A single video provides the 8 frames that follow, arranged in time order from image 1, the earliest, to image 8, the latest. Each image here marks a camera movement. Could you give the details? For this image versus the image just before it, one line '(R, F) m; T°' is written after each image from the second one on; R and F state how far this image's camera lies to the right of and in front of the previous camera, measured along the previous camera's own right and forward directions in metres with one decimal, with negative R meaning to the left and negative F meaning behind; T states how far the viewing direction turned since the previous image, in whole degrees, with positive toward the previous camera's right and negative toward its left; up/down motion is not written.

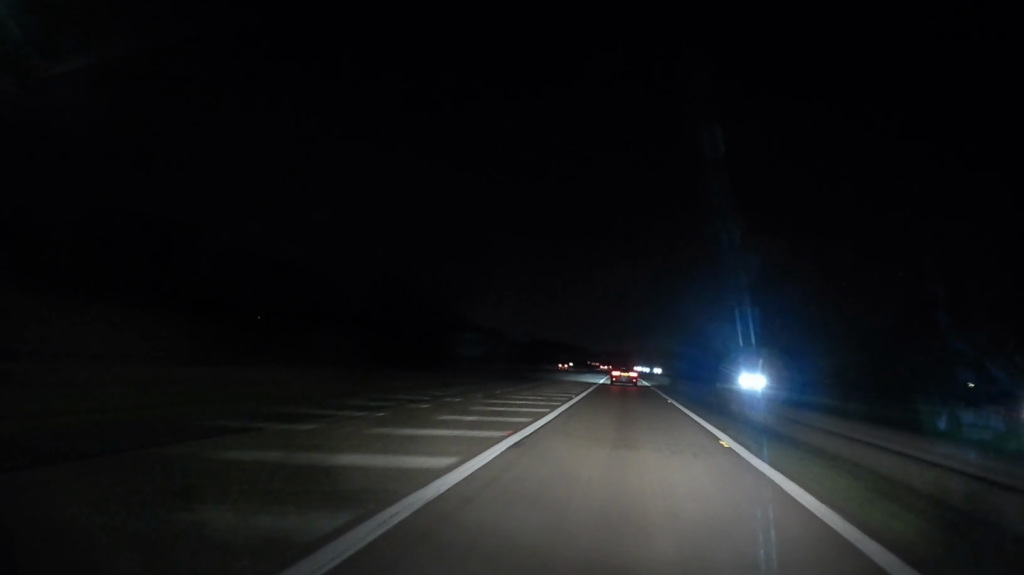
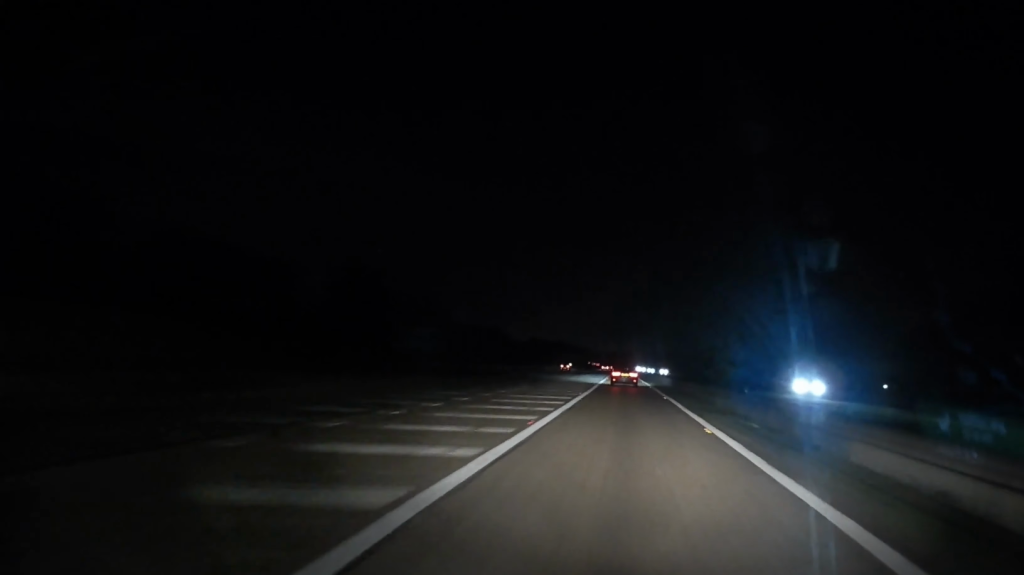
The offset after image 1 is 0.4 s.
(-0.2, +13.5) m; 0°
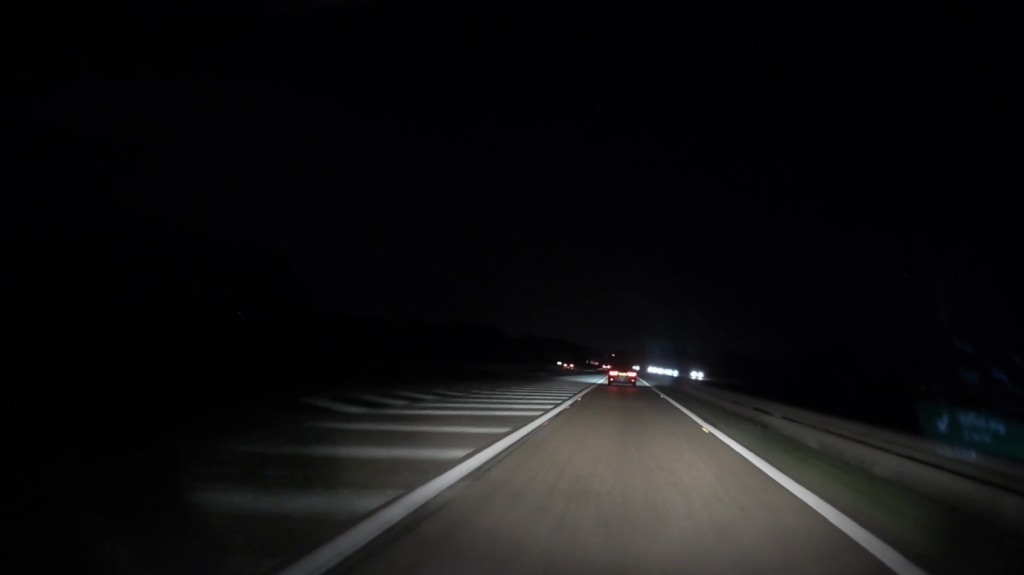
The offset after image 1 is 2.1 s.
(+0.1, +51.3) m; 0°
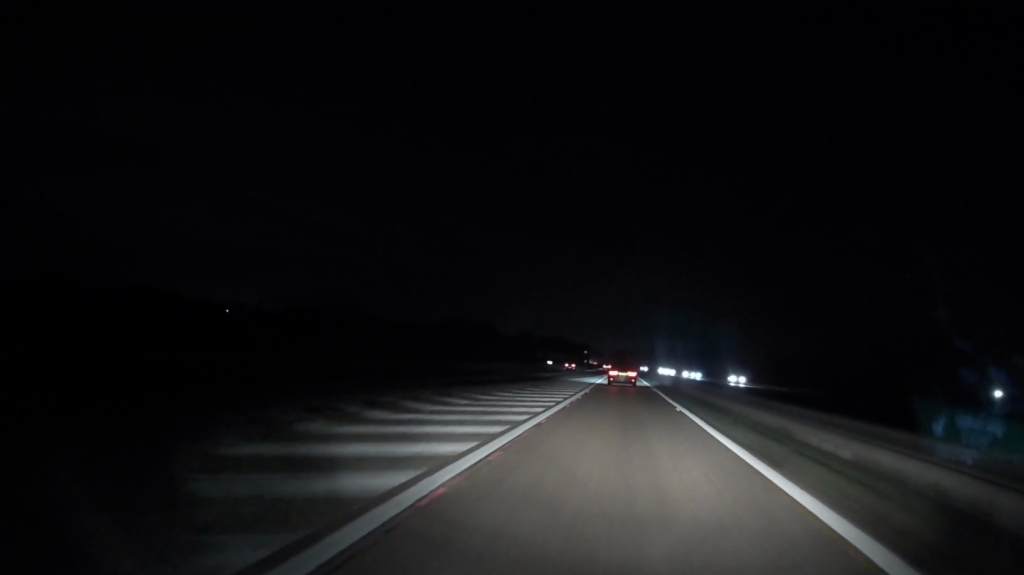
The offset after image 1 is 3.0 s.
(0.0, +29.2) m; 0°
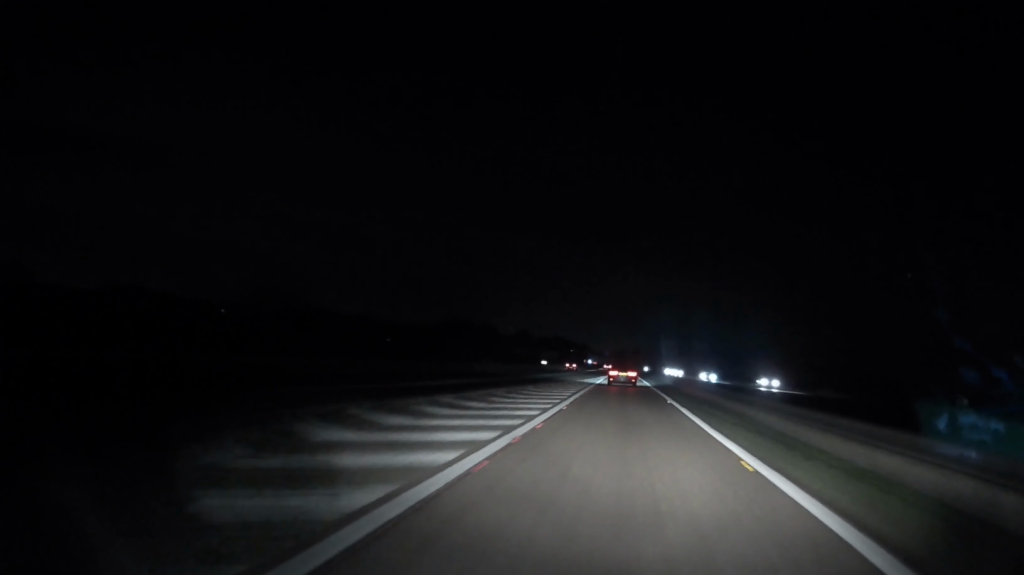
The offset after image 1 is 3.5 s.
(+0.2, +14.0) m; 0°
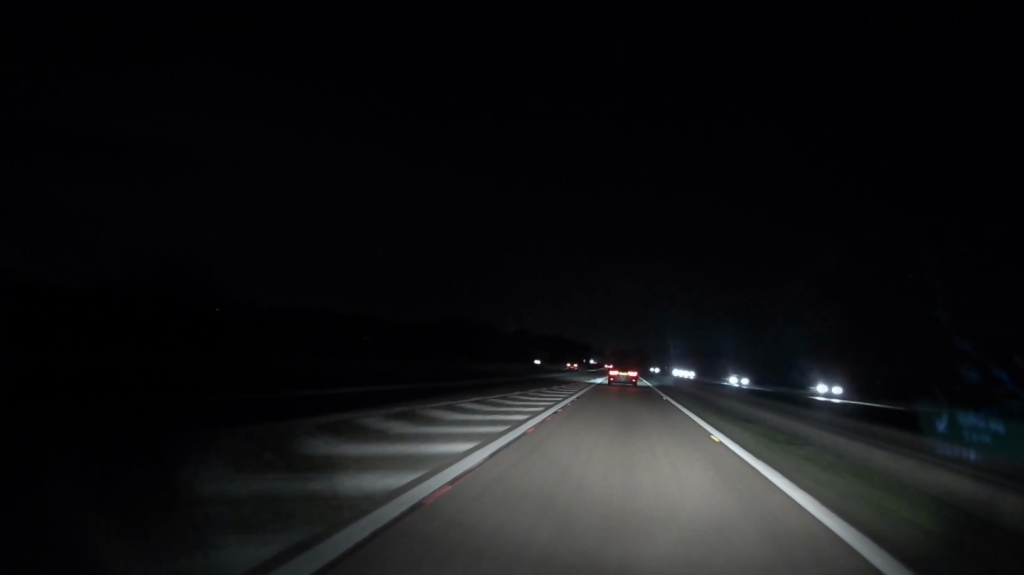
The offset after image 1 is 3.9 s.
(-0.1, +14.6) m; 0°
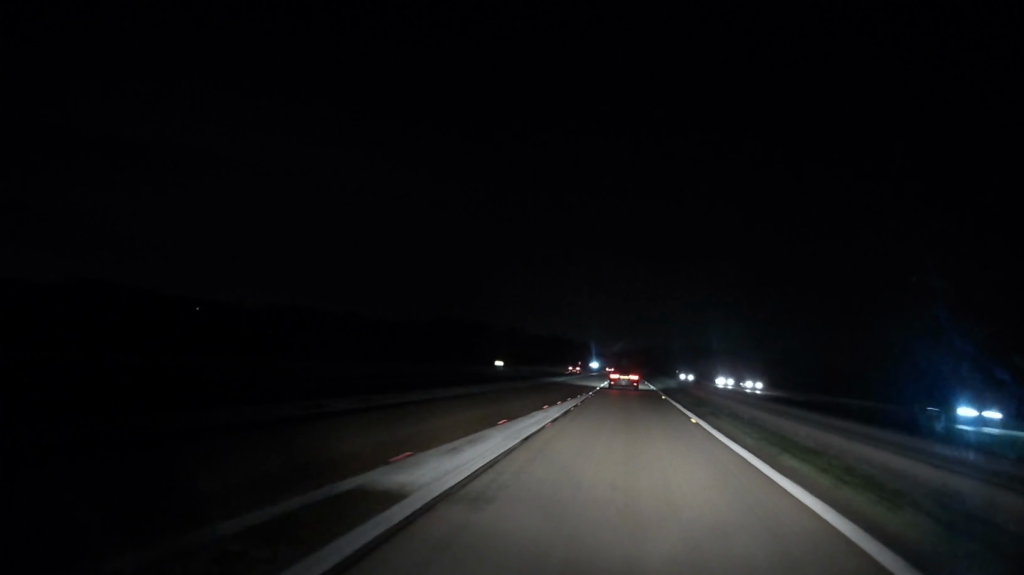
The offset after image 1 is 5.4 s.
(-0.4, +45.5) m; 0°
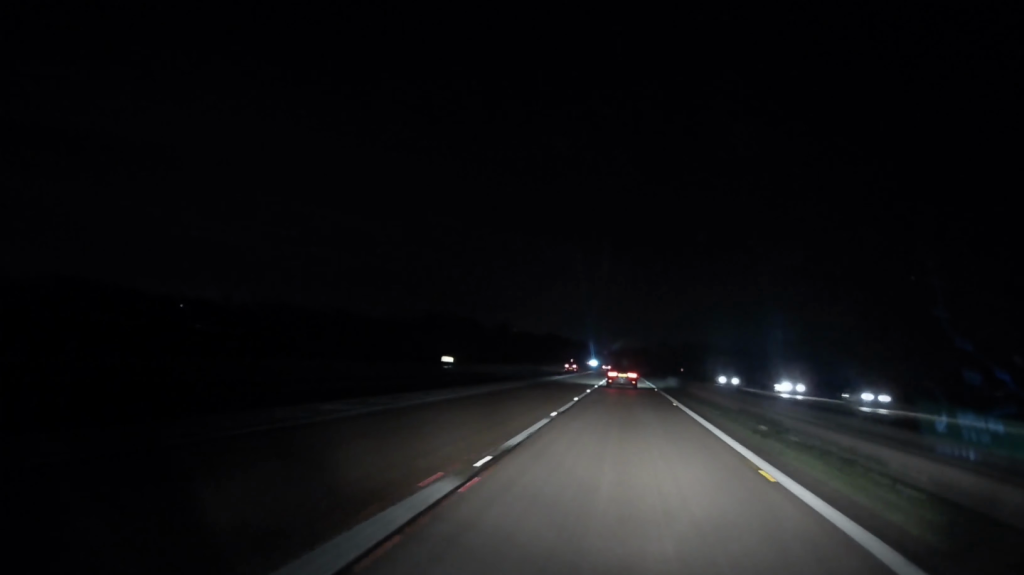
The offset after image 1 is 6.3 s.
(+0.2, +27.3) m; 0°
